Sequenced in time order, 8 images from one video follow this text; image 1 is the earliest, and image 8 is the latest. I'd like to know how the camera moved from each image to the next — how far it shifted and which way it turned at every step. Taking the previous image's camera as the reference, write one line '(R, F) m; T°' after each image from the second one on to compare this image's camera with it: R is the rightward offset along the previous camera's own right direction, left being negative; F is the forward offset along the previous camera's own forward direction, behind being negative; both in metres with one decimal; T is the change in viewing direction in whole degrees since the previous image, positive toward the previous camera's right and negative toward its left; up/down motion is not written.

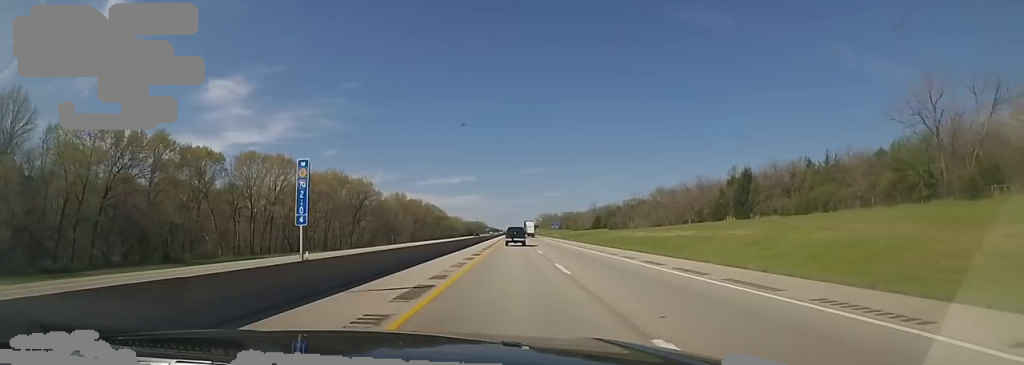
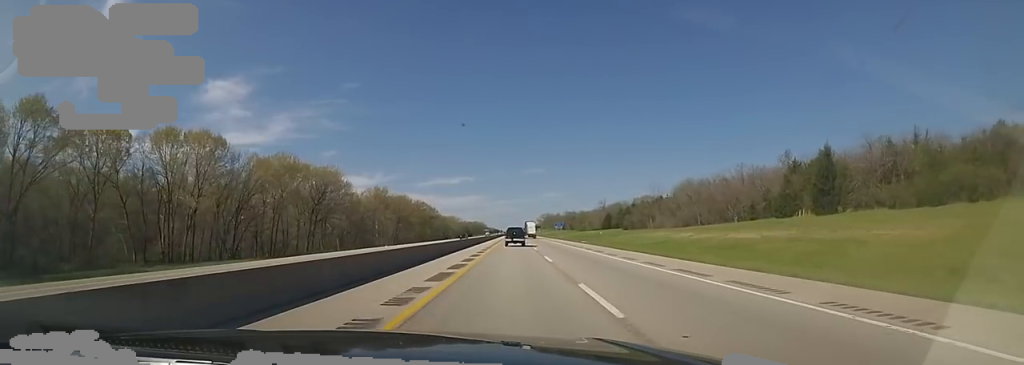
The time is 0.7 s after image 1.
(+0.3, +23.3) m; +1°
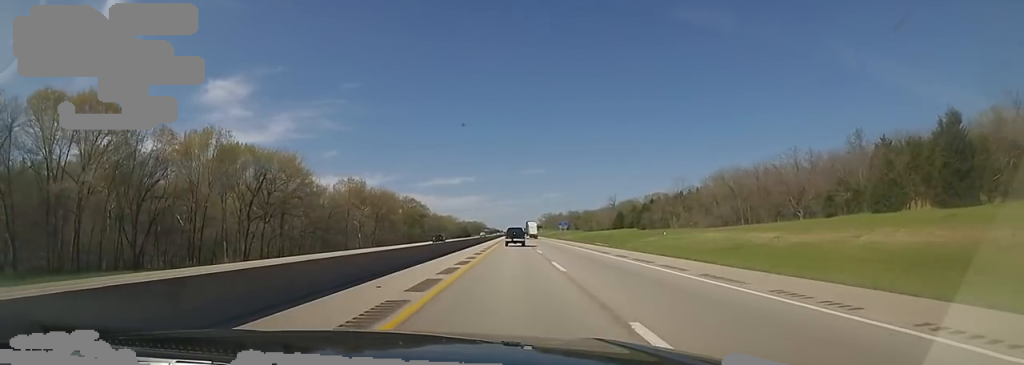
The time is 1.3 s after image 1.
(+1.0, +20.9) m; +1°
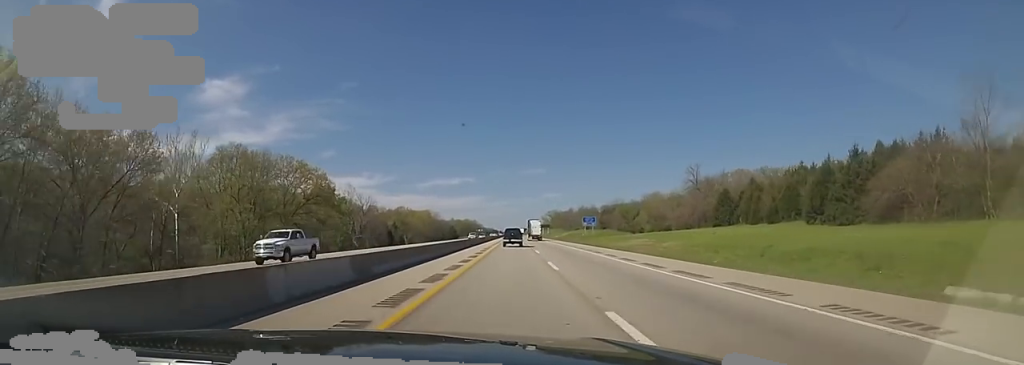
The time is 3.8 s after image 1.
(-2.4, +89.4) m; -1°
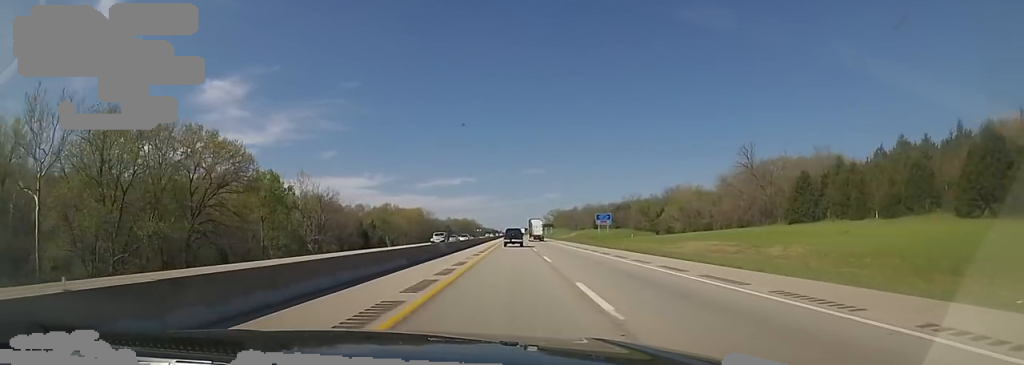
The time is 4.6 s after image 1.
(+0.1, +25.3) m; 0°
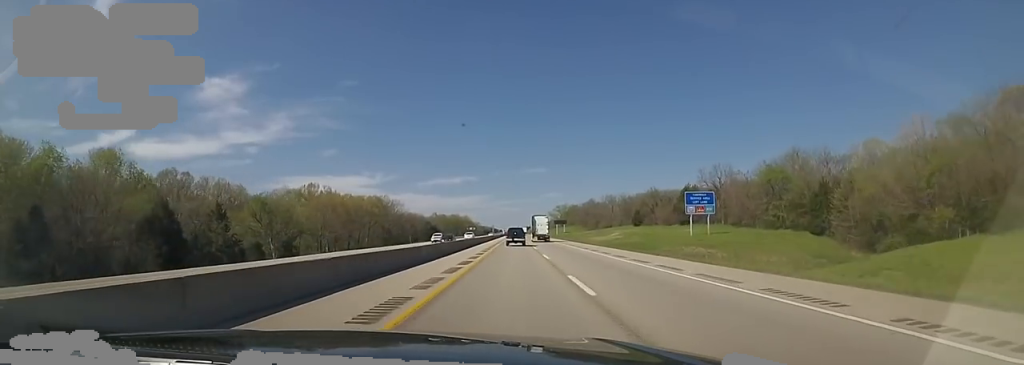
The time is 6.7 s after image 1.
(-1.0, +72.6) m; +1°
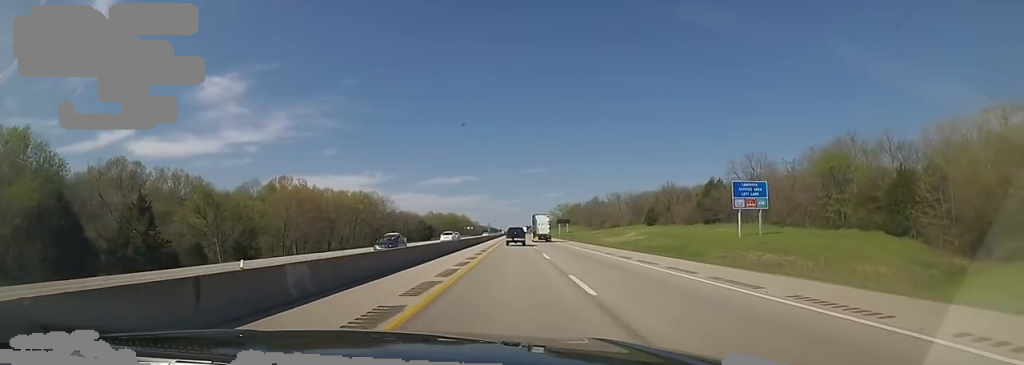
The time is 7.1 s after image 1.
(+0.7, +15.0) m; +1°
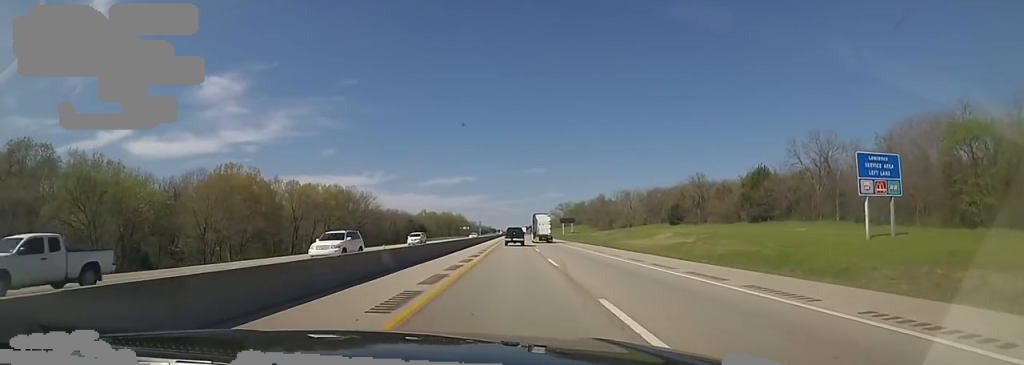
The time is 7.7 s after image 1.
(-0.1, +20.8) m; -1°
